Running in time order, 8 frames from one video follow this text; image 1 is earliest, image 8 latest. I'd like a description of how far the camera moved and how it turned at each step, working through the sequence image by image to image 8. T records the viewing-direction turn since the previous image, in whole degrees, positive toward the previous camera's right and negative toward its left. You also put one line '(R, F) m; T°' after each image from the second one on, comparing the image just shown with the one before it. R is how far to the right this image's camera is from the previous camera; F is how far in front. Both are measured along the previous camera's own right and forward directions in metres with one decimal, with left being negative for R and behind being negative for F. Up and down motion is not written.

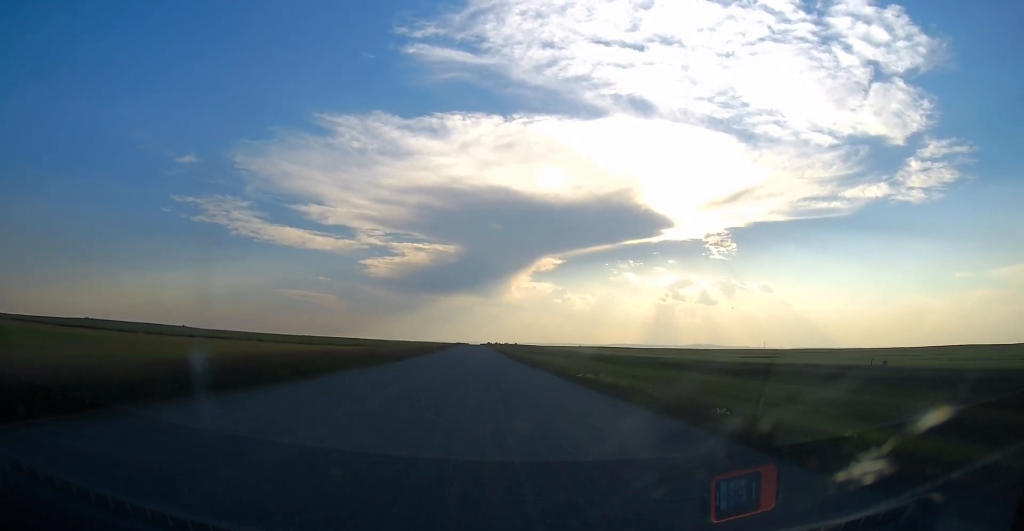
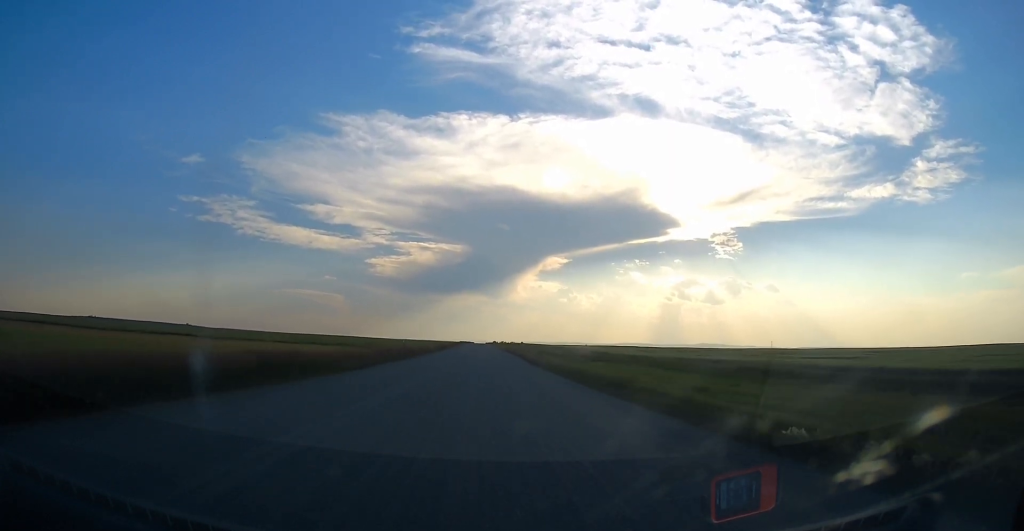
(-0.1, +22.8) m; -1°
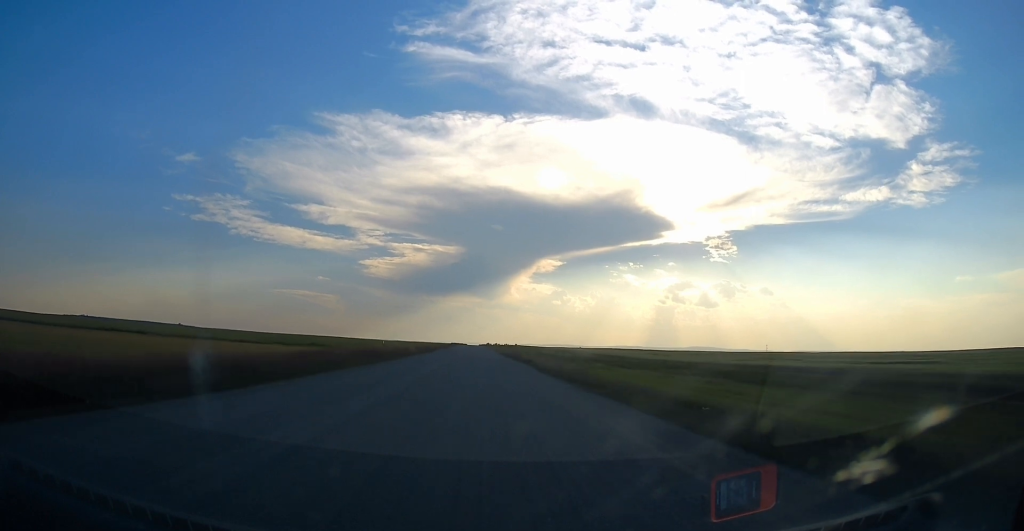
(-0.1, +19.4) m; +1°
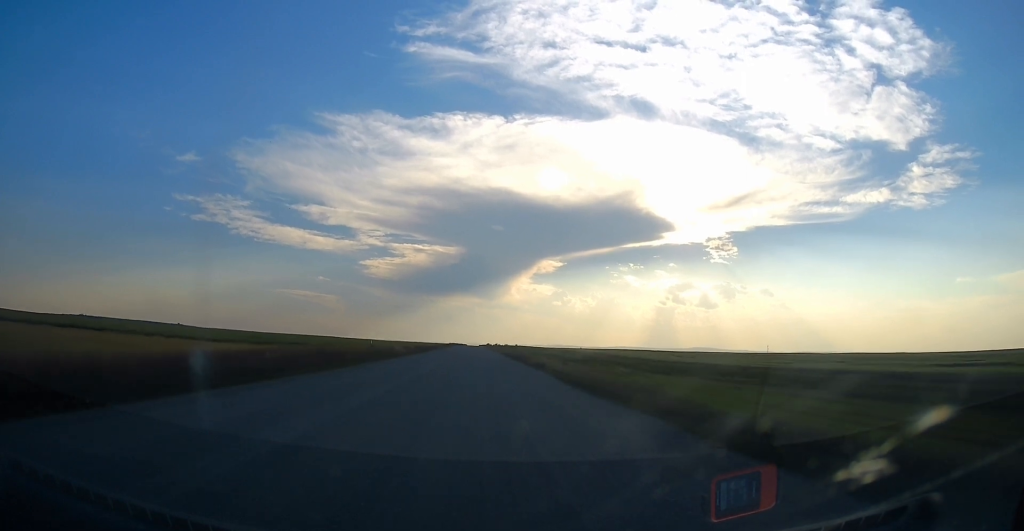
(+0.3, +13.1) m; 0°
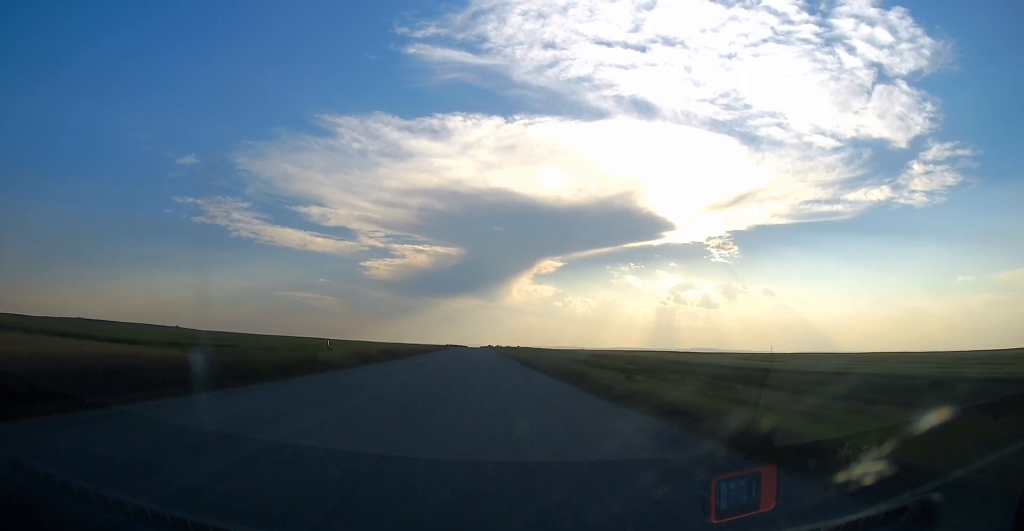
(-0.5, +31.1) m; -1°
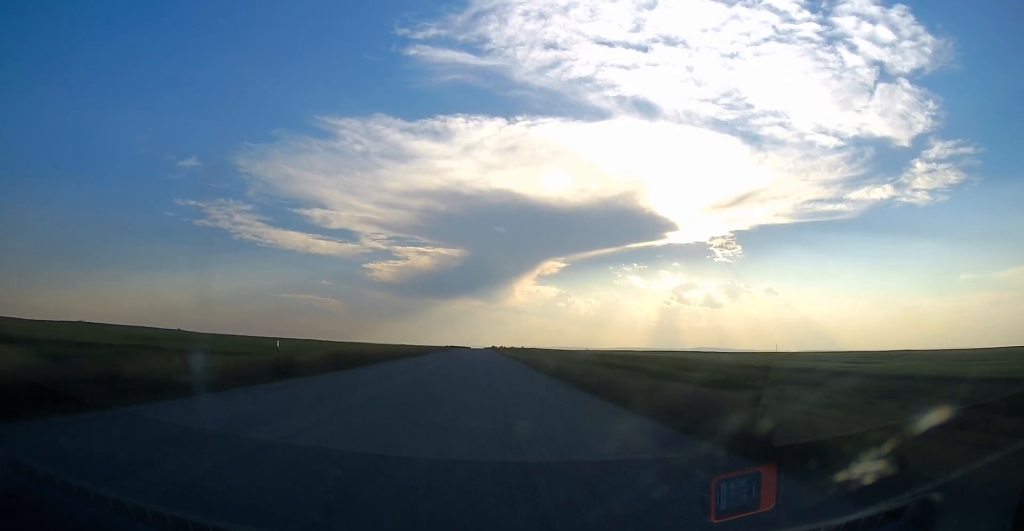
(0.0, +20.1) m; +1°
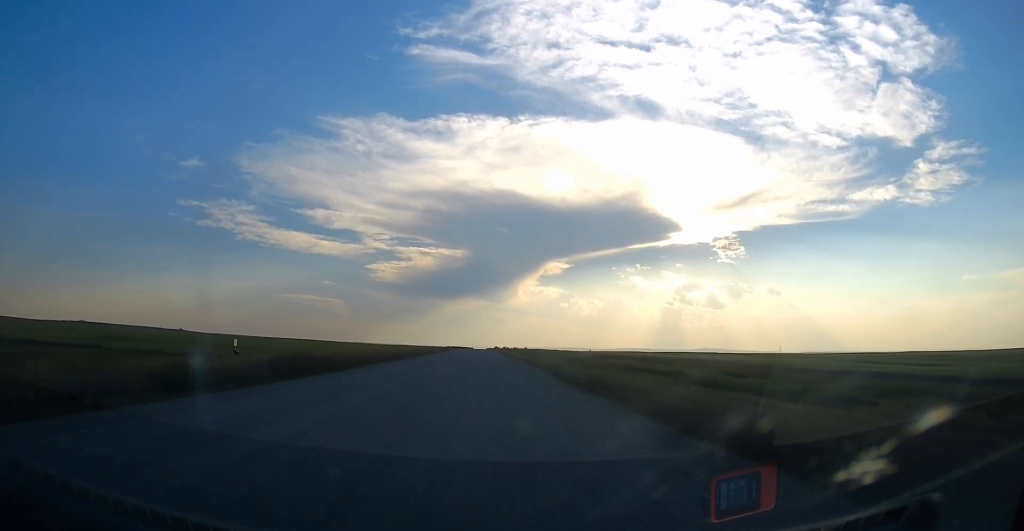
(+0.1, +10.6) m; 0°
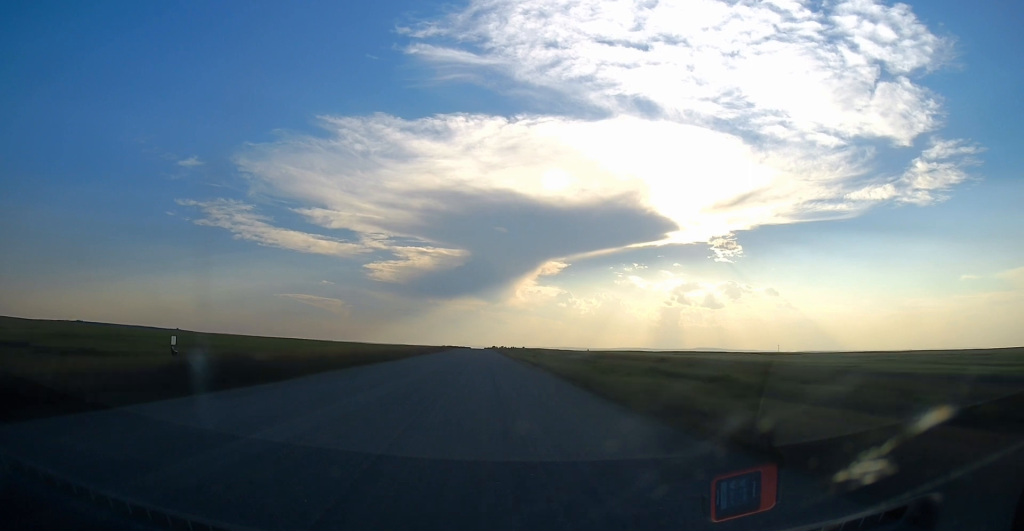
(+0.3, +9.5) m; 0°
